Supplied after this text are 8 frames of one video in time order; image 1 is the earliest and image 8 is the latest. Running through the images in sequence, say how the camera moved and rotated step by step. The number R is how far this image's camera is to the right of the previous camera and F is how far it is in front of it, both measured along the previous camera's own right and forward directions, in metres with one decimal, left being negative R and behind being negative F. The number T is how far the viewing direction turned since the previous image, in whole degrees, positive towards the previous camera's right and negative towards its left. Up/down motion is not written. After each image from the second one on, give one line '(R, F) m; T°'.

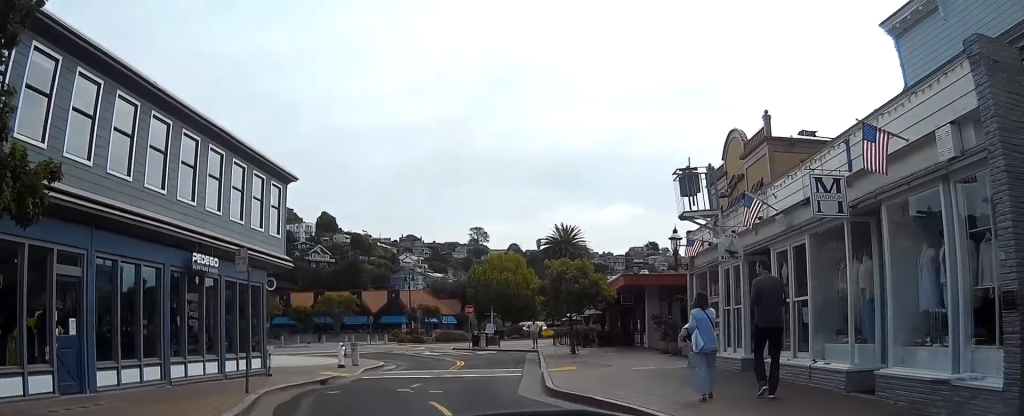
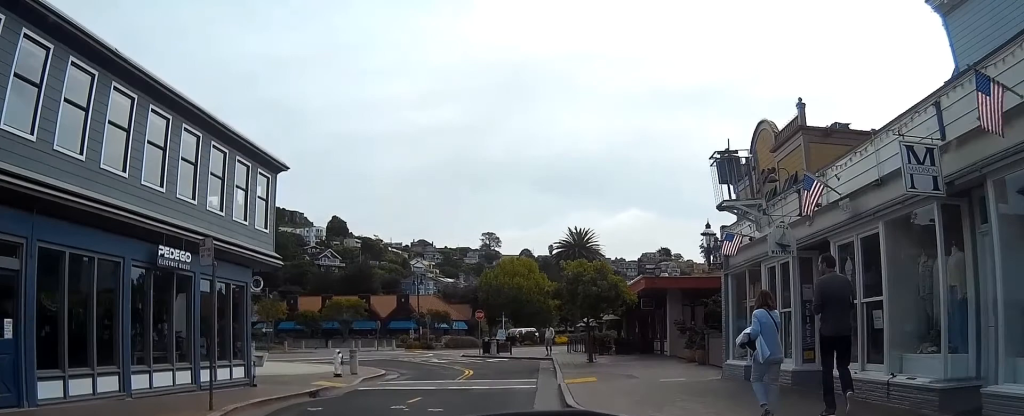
(0.0, +2.6) m; -1°
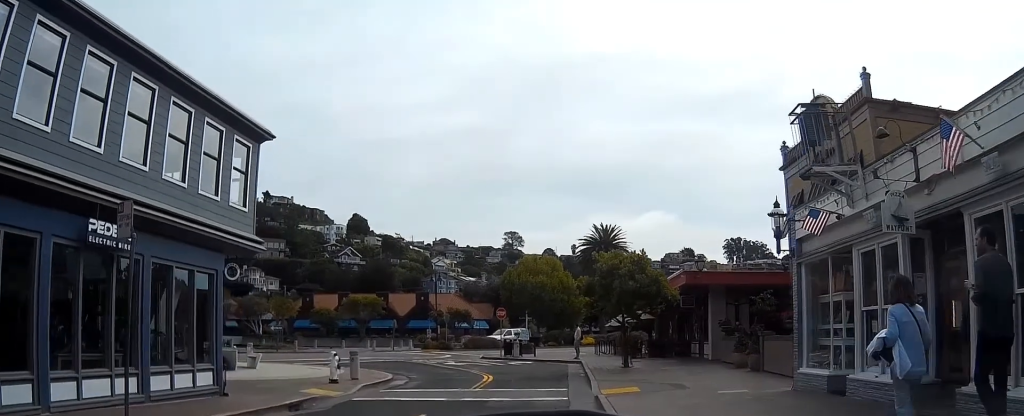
(0.0, +4.0) m; -1°
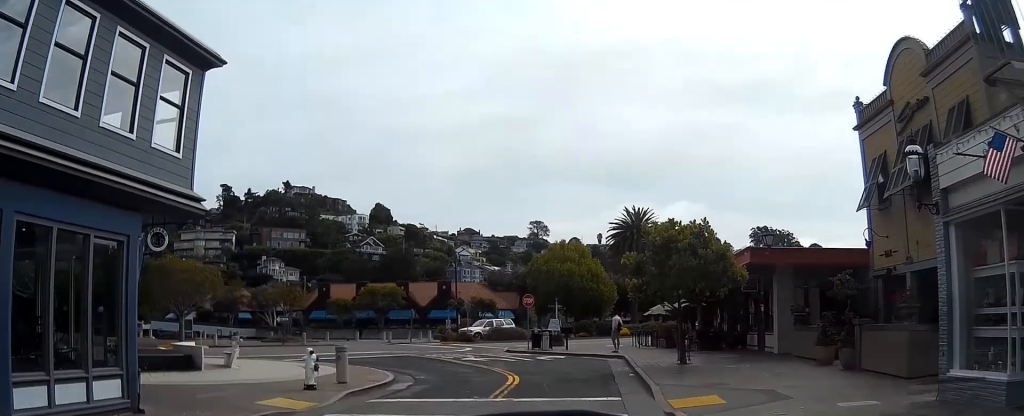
(-0.1, +5.6) m; -1°
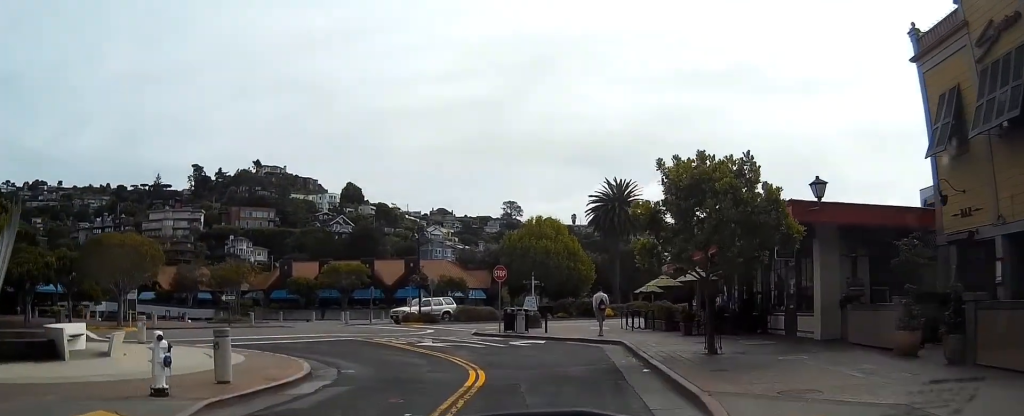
(0.0, +6.7) m; +2°
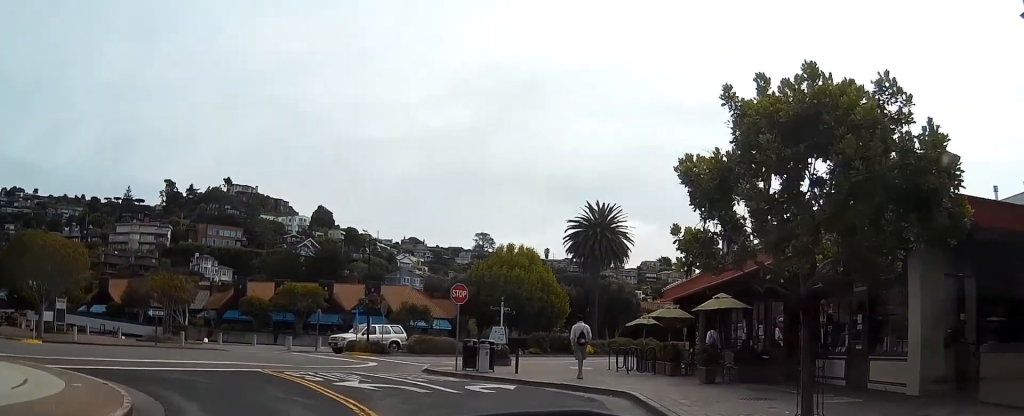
(+0.3, +7.2) m; +3°
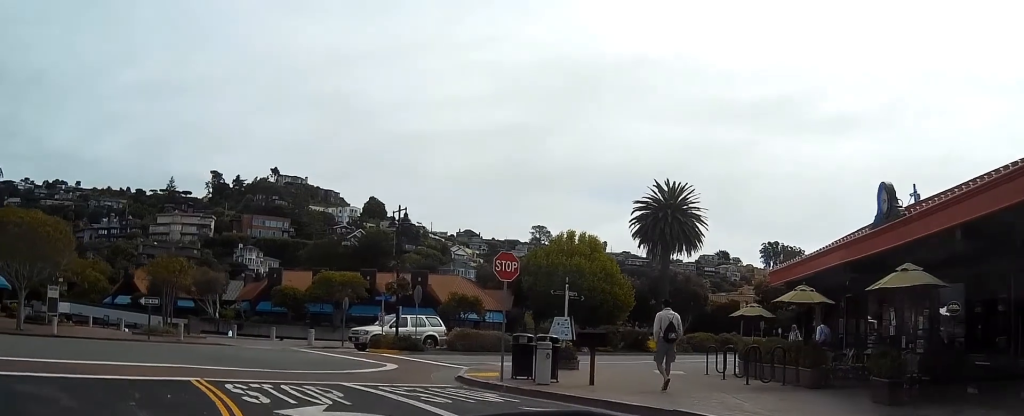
(-0.1, +7.4) m; -3°
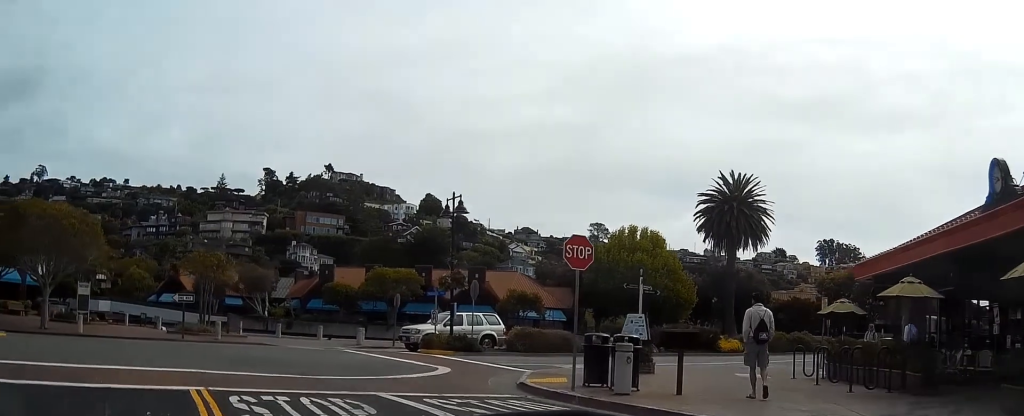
(0.0, +2.4) m; -2°
